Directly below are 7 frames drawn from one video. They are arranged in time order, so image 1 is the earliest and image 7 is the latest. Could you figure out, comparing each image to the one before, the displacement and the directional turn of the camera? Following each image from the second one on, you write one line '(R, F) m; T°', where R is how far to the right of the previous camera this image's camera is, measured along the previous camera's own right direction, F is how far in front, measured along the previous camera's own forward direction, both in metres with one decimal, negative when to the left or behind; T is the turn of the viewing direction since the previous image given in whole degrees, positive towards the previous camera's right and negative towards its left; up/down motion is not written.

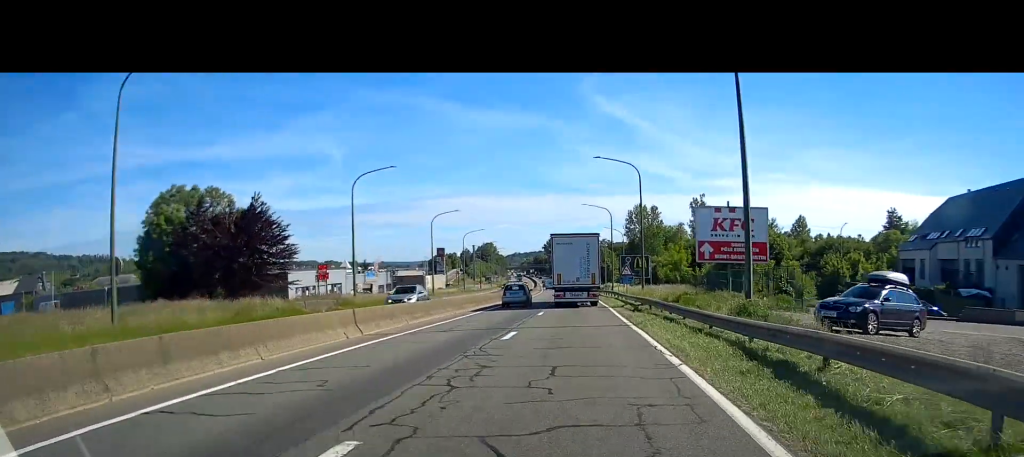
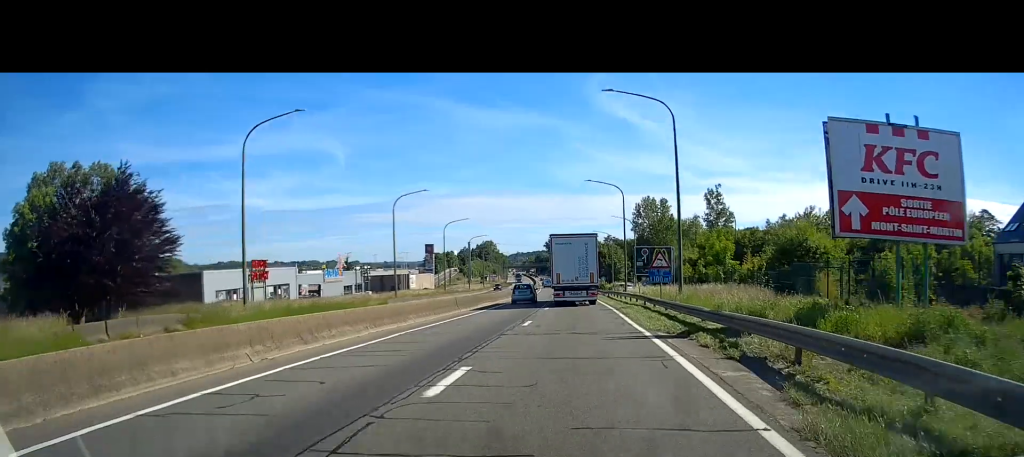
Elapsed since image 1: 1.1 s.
(0.0, +20.8) m; 0°
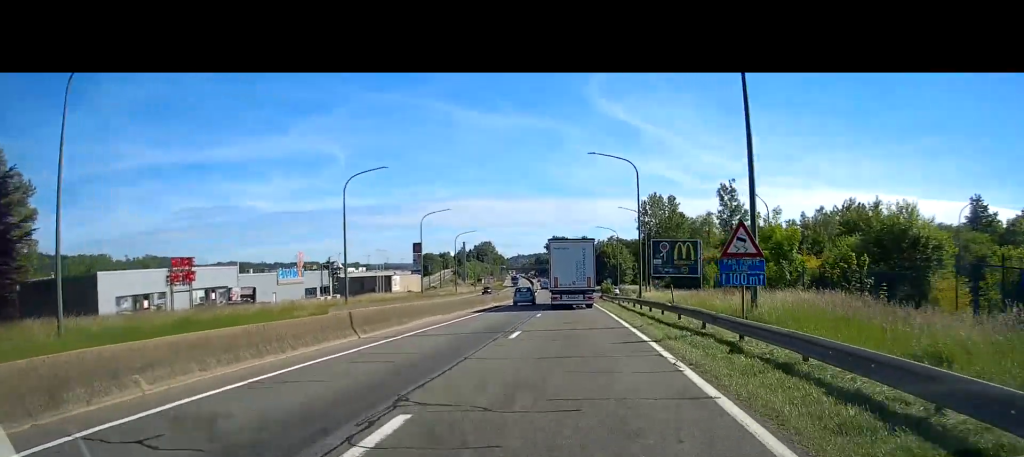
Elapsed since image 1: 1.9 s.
(0.0, +16.4) m; 0°
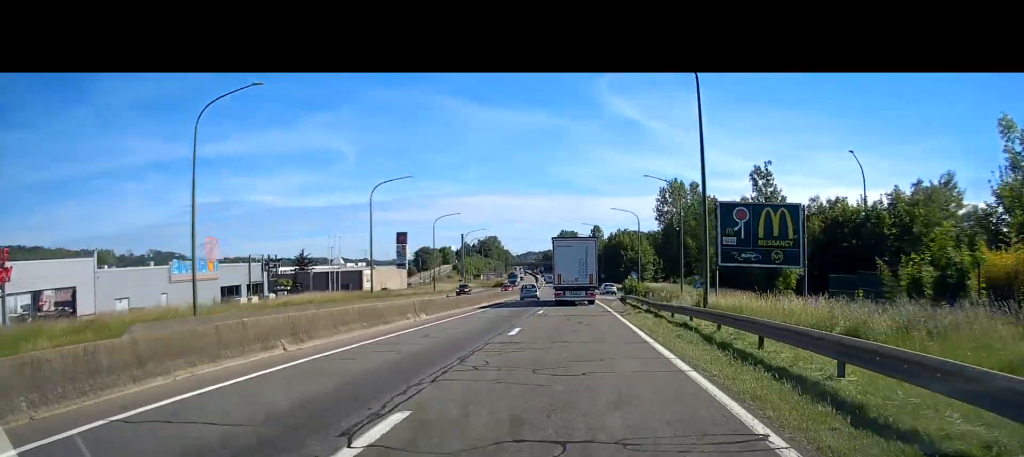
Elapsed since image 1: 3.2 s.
(-0.3, +25.8) m; -1°
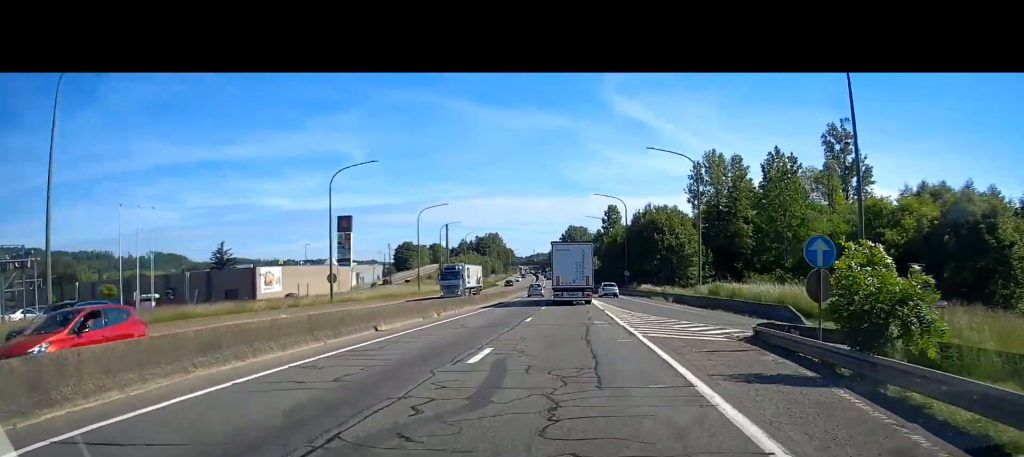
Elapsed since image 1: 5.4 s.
(-0.2, +44.5) m; 0°
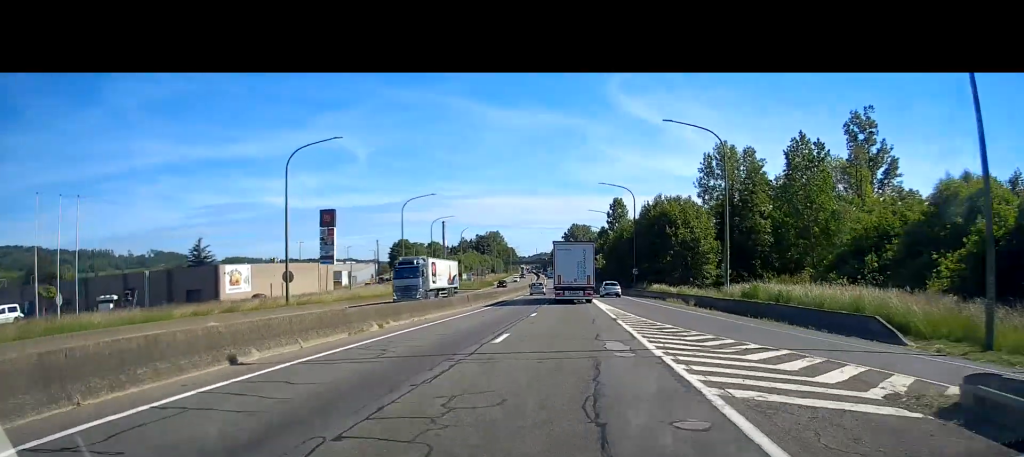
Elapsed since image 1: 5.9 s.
(0.0, +9.2) m; 0°
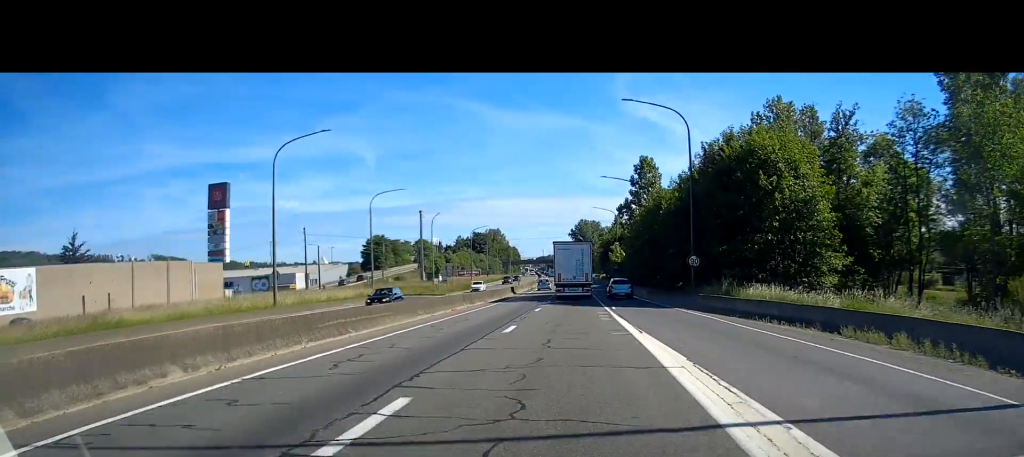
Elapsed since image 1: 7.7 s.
(-0.3, +34.7) m; -1°
